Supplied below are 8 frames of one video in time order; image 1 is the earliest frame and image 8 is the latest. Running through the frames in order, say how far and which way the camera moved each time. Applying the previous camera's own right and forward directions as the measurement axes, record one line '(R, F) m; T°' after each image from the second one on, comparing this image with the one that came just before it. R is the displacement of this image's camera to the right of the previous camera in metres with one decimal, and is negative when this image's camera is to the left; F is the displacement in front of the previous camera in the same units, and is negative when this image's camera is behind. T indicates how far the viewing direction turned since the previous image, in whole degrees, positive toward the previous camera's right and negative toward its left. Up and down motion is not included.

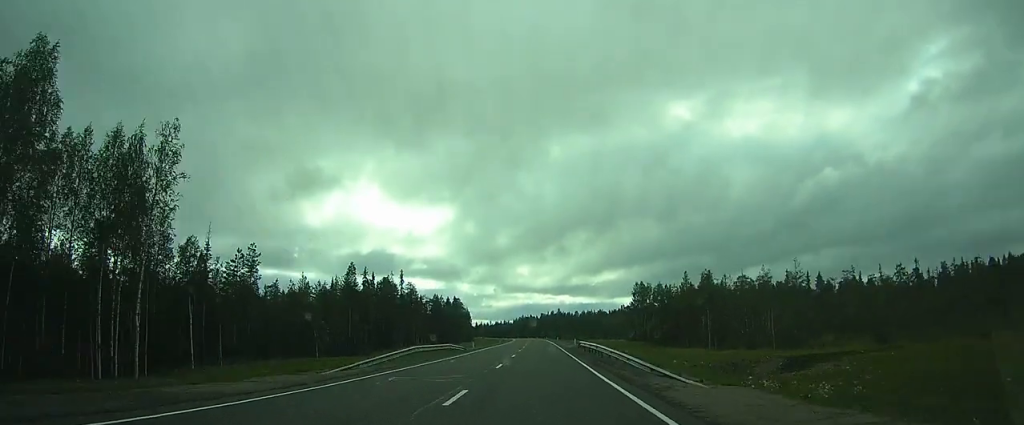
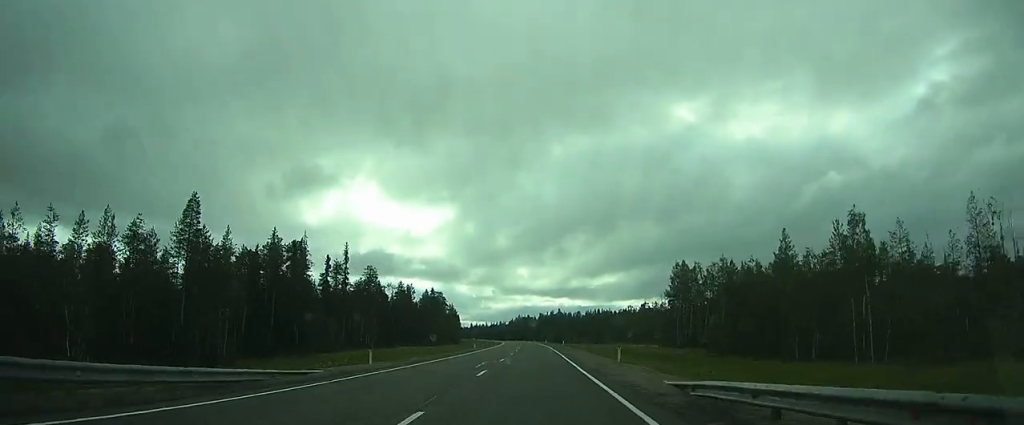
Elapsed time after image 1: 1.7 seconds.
(+0.1, +38.1) m; 0°
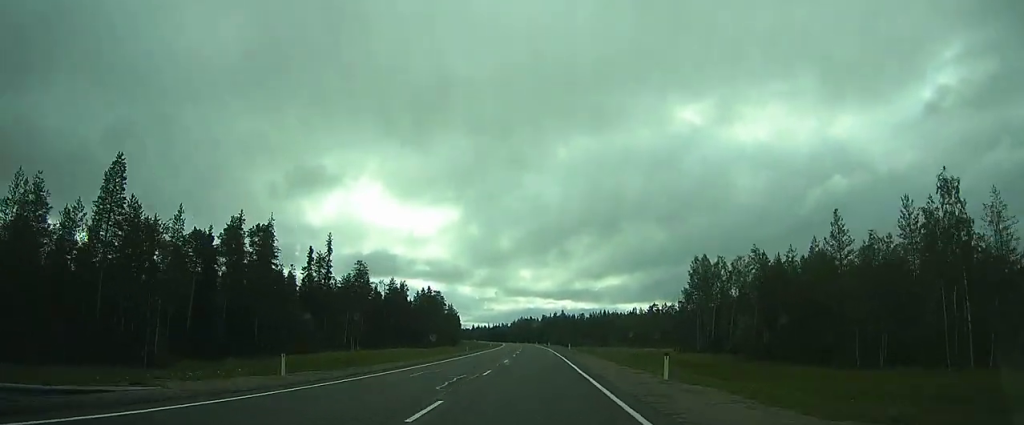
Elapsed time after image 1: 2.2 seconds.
(0.0, +9.6) m; 0°
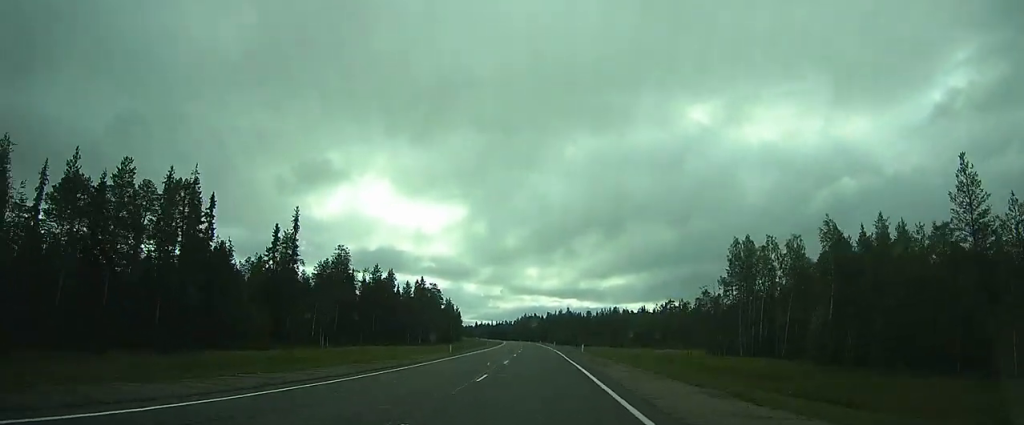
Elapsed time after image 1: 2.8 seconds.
(0.0, +14.8) m; 0°
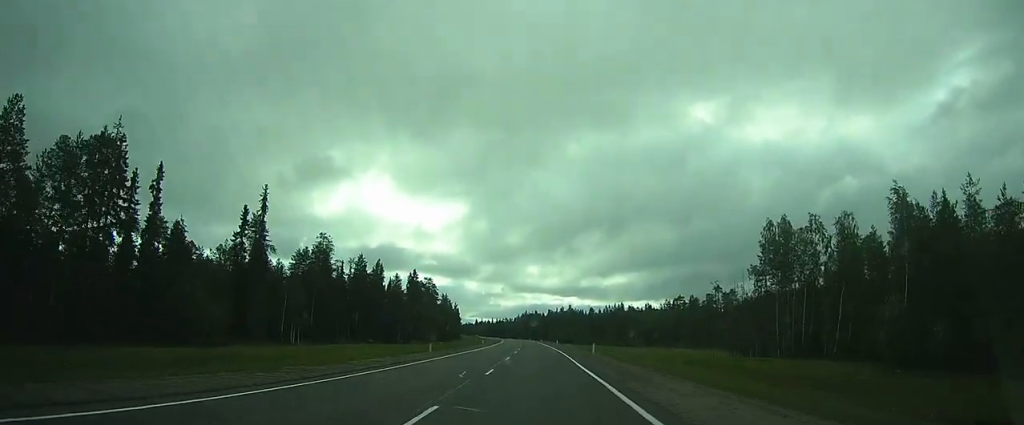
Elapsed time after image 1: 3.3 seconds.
(0.0, +9.6) m; 0°
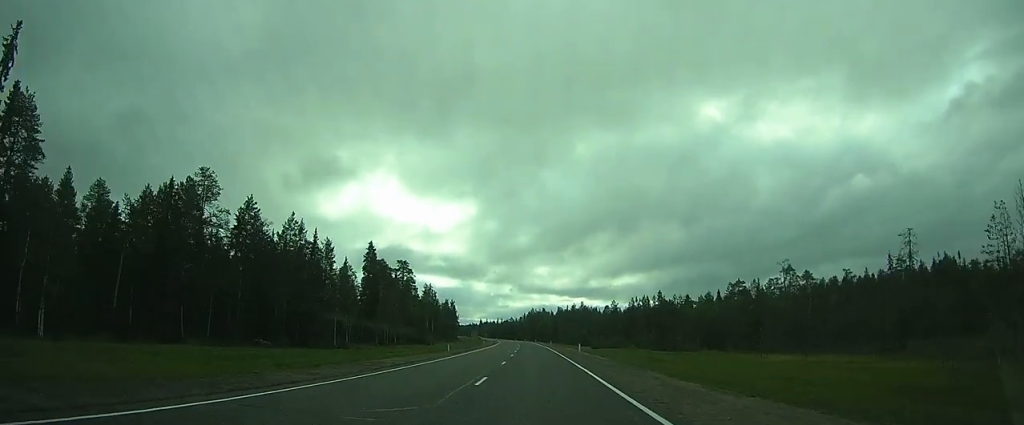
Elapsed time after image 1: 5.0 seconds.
(0.0, +38.7) m; -1°
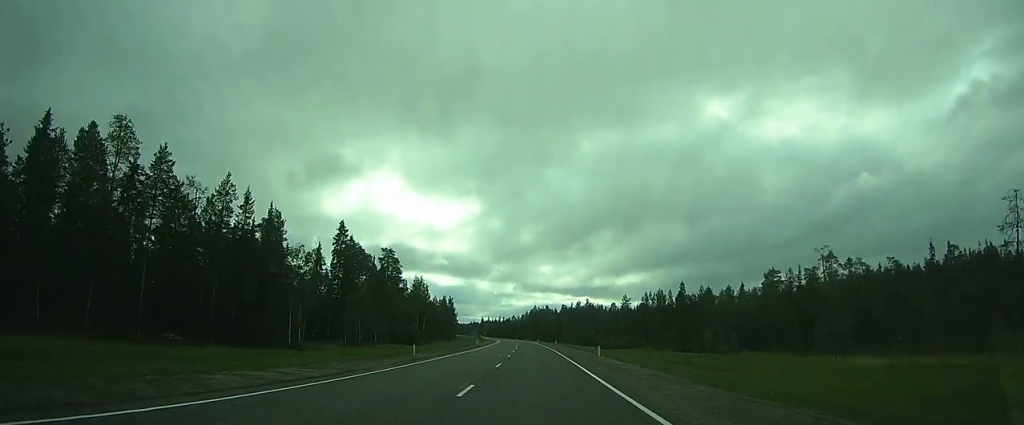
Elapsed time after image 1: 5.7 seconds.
(0.0, +14.9) m; -1°
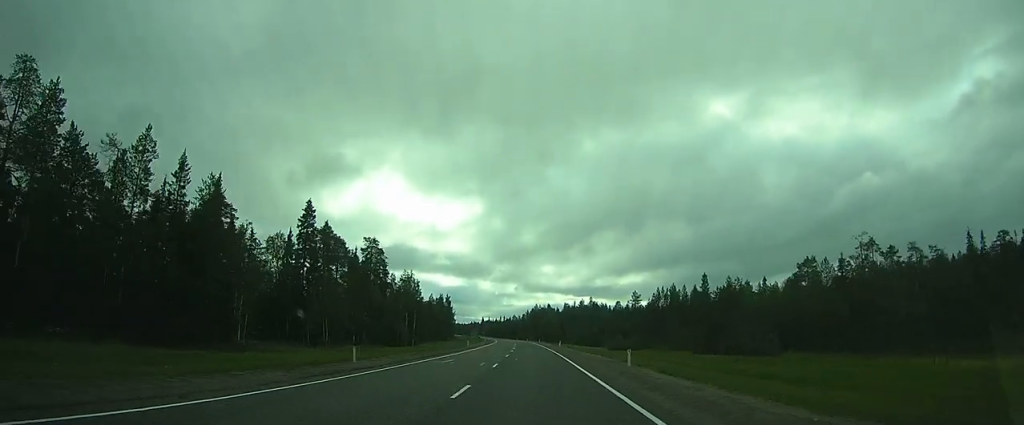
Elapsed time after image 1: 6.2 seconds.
(-0.2, +11.9) m; 0°
